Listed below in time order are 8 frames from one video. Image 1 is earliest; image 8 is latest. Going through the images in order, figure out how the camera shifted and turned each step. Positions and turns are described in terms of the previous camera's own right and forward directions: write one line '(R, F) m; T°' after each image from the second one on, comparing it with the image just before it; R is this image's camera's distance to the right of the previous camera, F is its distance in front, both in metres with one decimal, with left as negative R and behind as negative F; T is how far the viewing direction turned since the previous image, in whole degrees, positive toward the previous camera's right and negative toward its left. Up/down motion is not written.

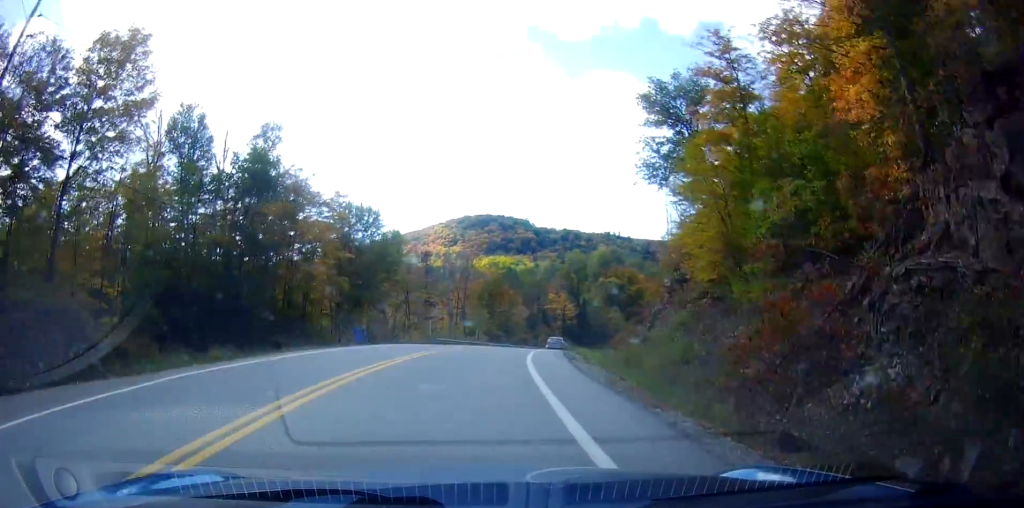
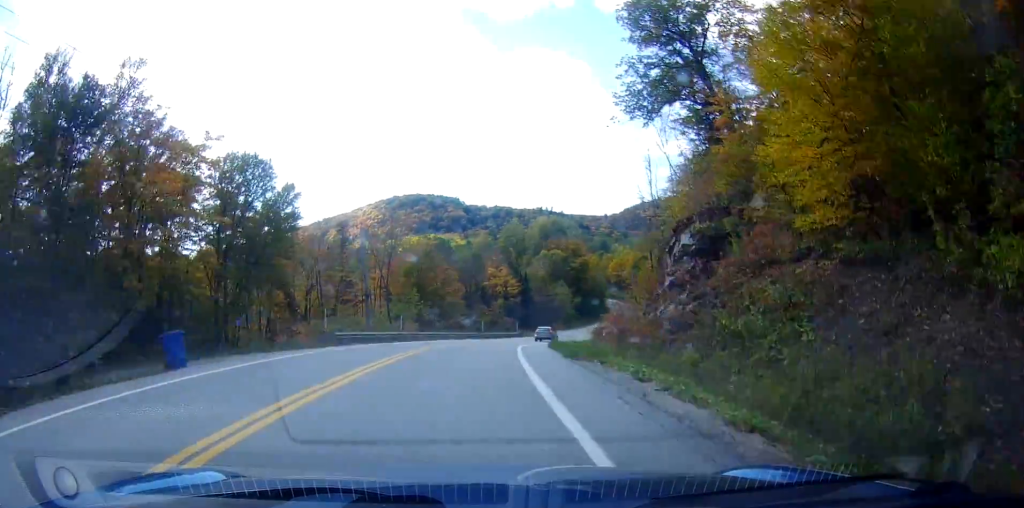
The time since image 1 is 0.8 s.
(+1.4, +18.3) m; +6°
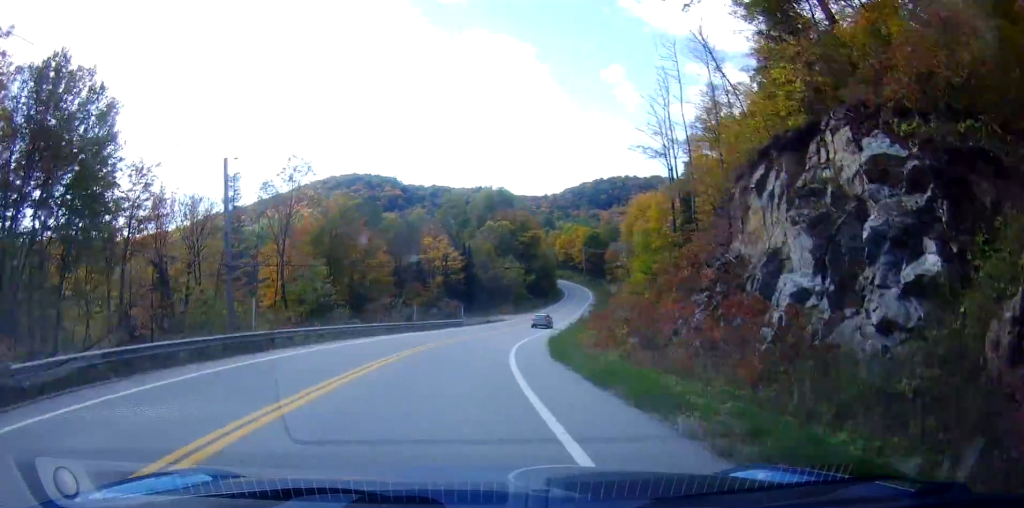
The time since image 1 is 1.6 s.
(+1.3, +21.7) m; +6°
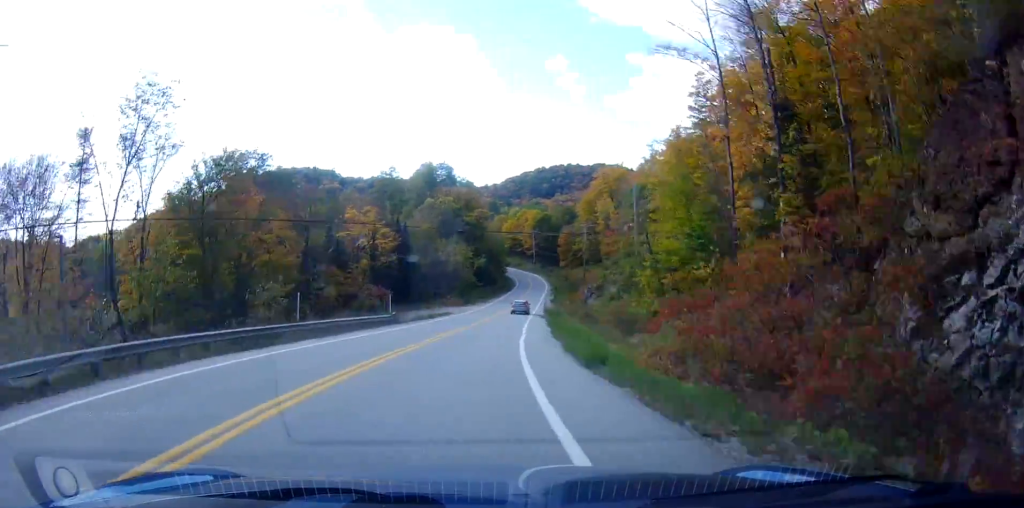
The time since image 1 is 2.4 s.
(+0.9, +20.1) m; +5°
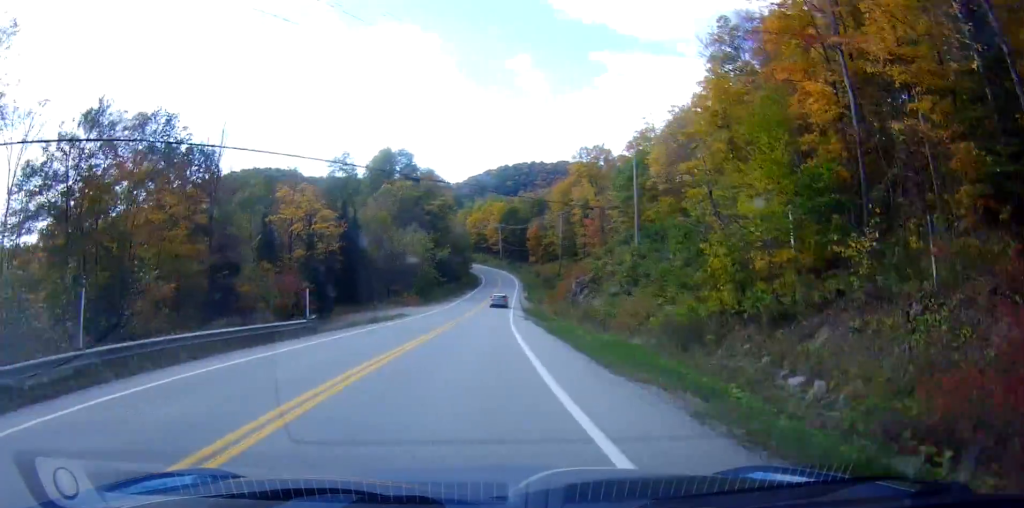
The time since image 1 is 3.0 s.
(+0.3, +13.6) m; +3°
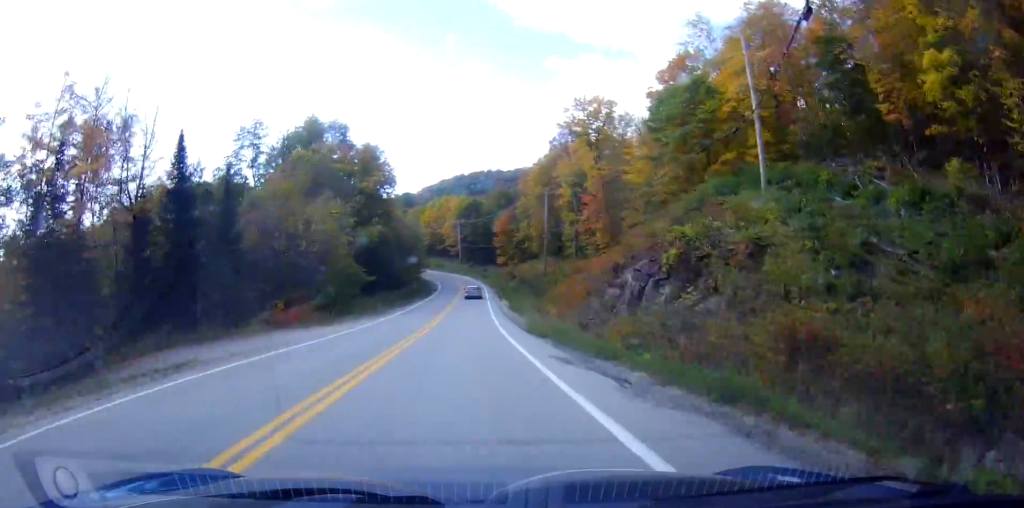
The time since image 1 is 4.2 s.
(+1.3, +31.5) m; +3°
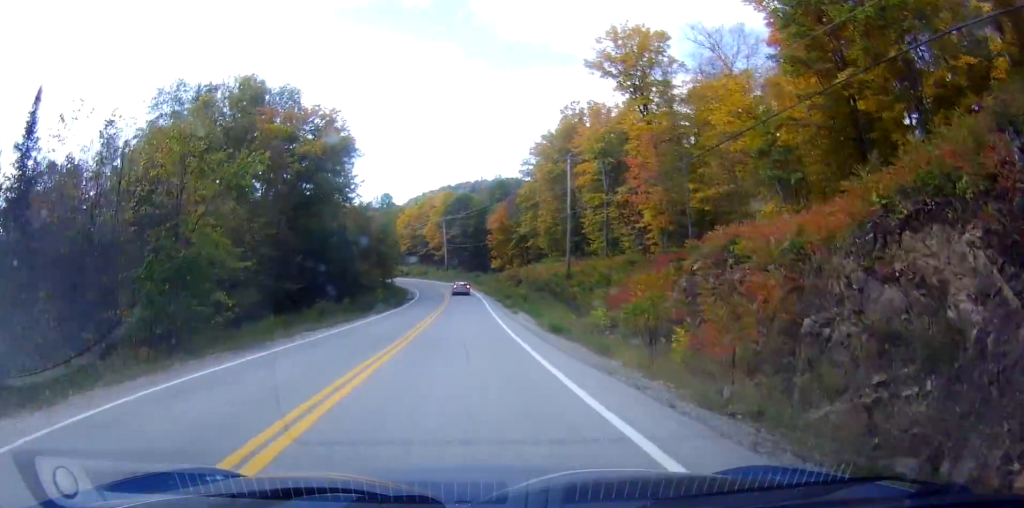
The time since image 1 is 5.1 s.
(0.0, +24.7) m; -1°
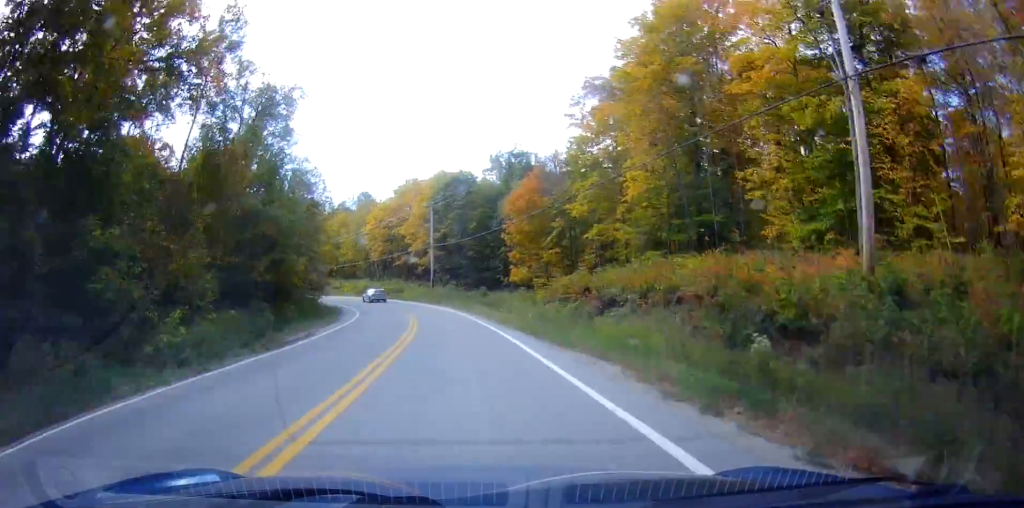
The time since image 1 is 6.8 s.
(-0.6, +41.8) m; -1°
